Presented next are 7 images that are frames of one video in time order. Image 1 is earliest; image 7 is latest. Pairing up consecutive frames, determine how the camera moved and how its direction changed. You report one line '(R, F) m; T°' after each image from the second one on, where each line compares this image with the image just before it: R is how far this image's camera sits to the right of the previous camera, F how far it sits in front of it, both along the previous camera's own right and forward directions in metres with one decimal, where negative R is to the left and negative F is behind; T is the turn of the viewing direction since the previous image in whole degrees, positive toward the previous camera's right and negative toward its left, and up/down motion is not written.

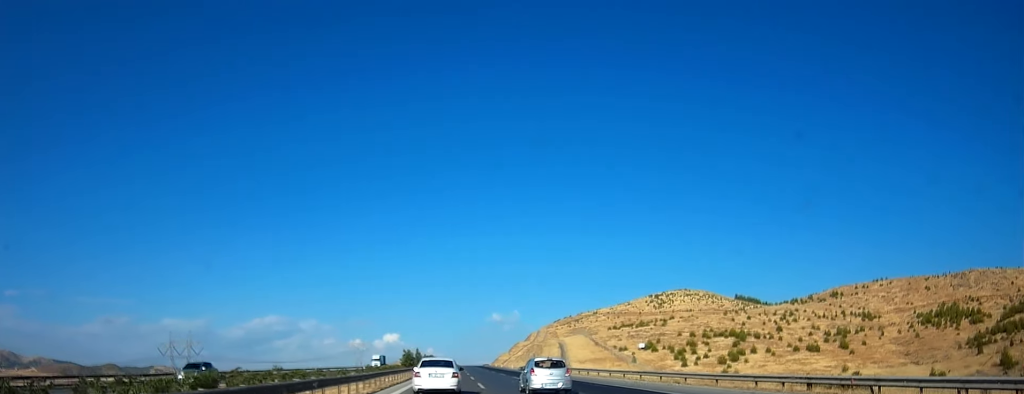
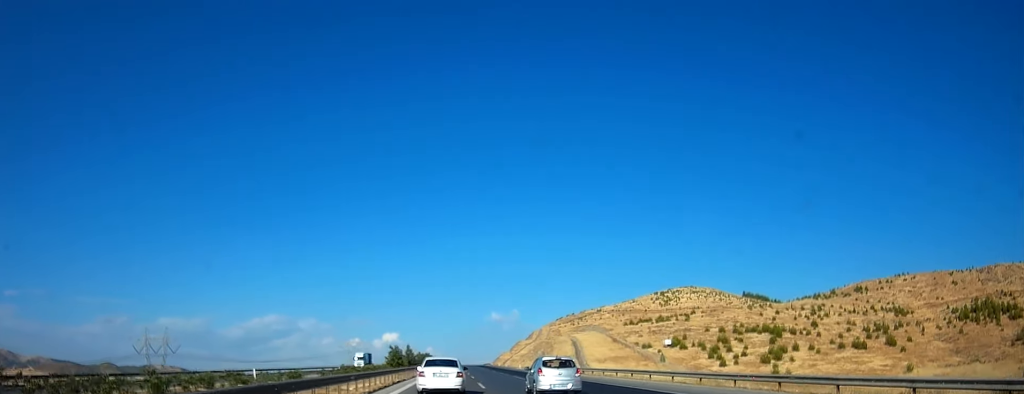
(0.0, +15.7) m; 0°
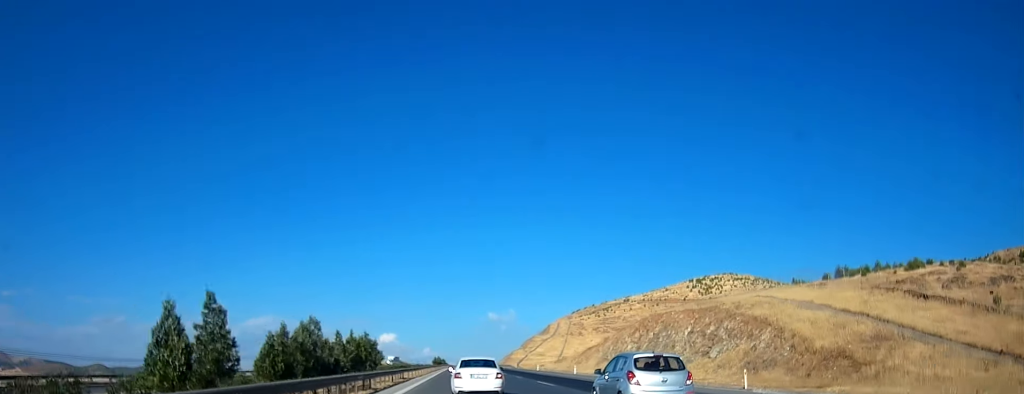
(-0.1, +96.1) m; +1°
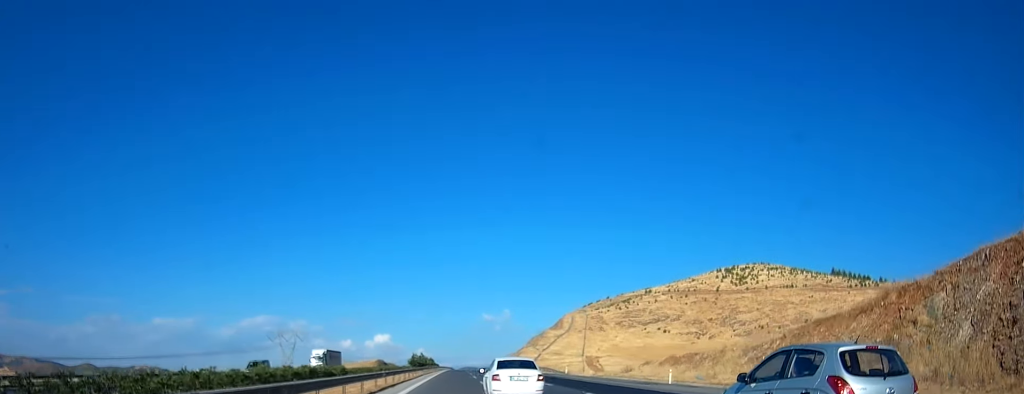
(+1.0, +65.6) m; +1°
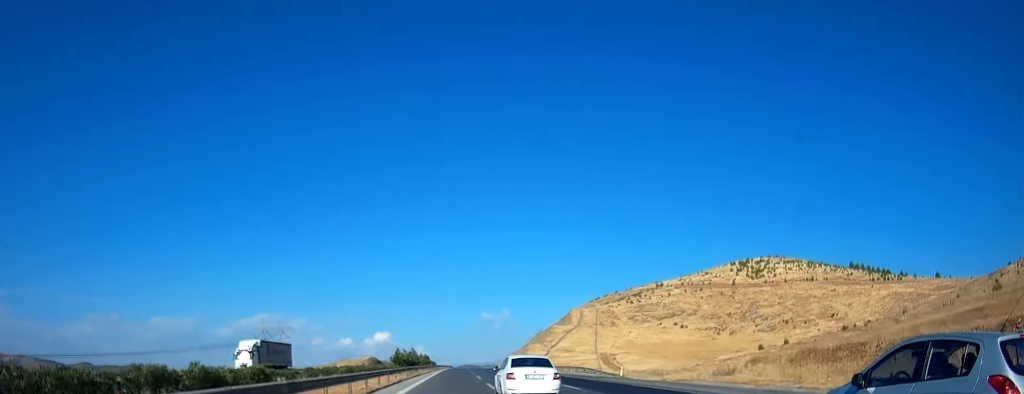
(-0.2, +23.3) m; -1°
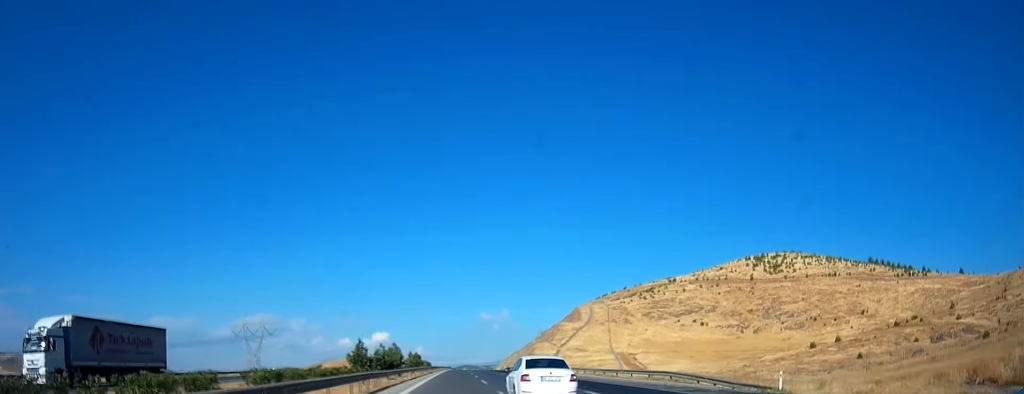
(-0.2, +24.0) m; 0°
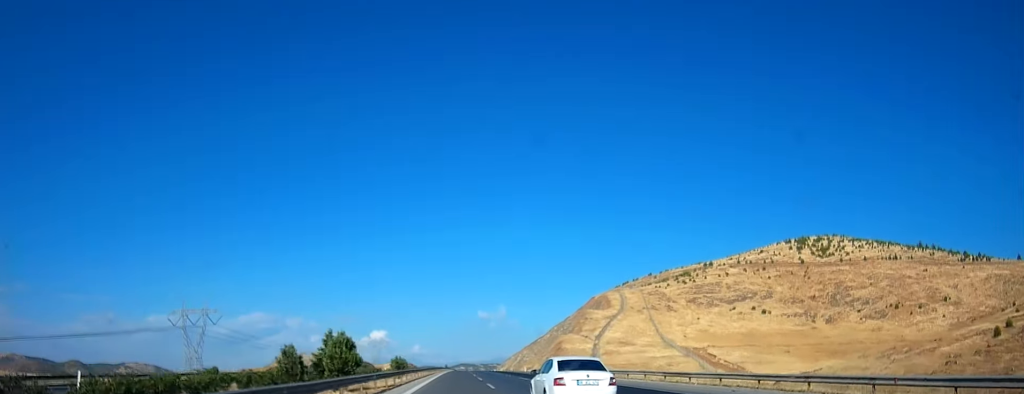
(+0.4, +54.7) m; +1°
